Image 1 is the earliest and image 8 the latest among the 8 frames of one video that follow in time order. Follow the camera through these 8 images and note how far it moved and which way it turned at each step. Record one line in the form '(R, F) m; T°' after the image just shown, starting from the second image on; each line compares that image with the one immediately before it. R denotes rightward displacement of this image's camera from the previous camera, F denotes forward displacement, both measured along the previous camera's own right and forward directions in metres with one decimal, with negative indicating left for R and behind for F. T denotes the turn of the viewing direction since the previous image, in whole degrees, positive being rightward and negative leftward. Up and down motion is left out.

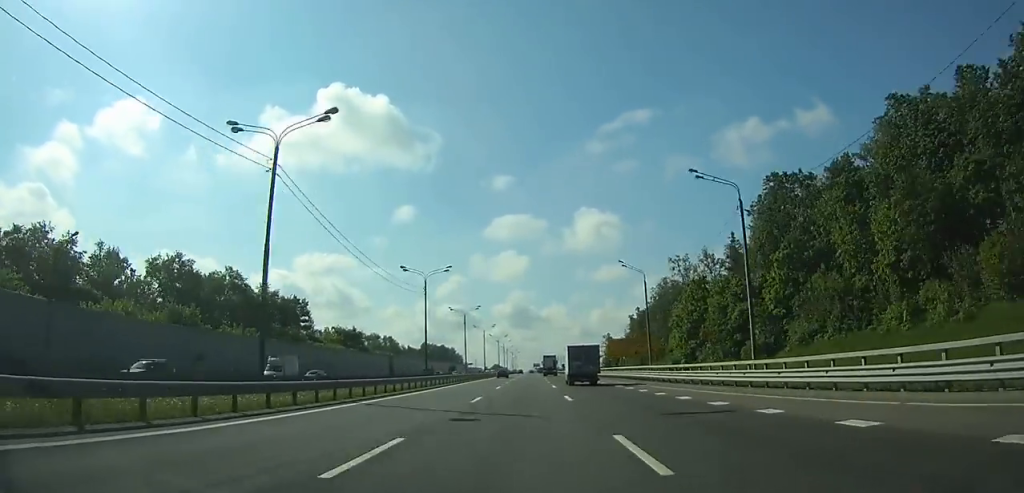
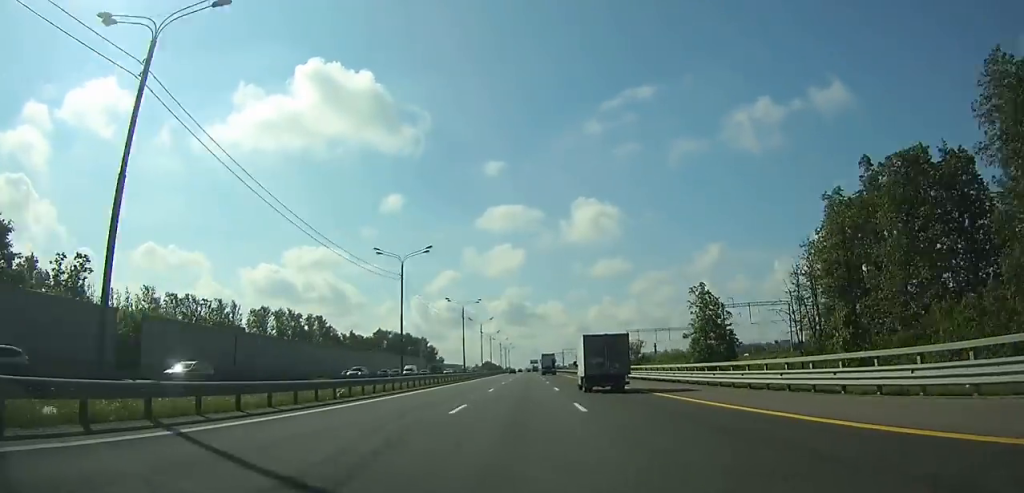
(0.0, +102.6) m; 0°
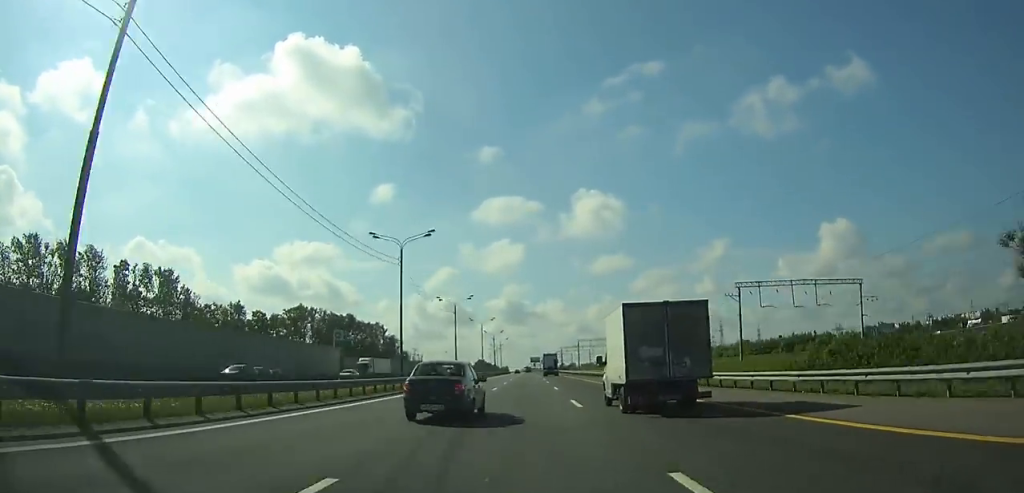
(+0.1, +95.3) m; 0°
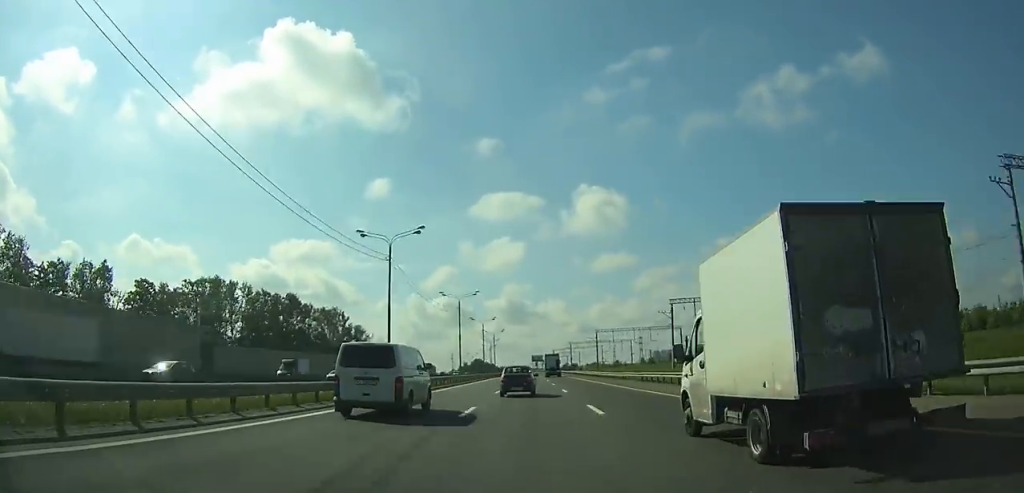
(0.0, +51.1) m; 0°
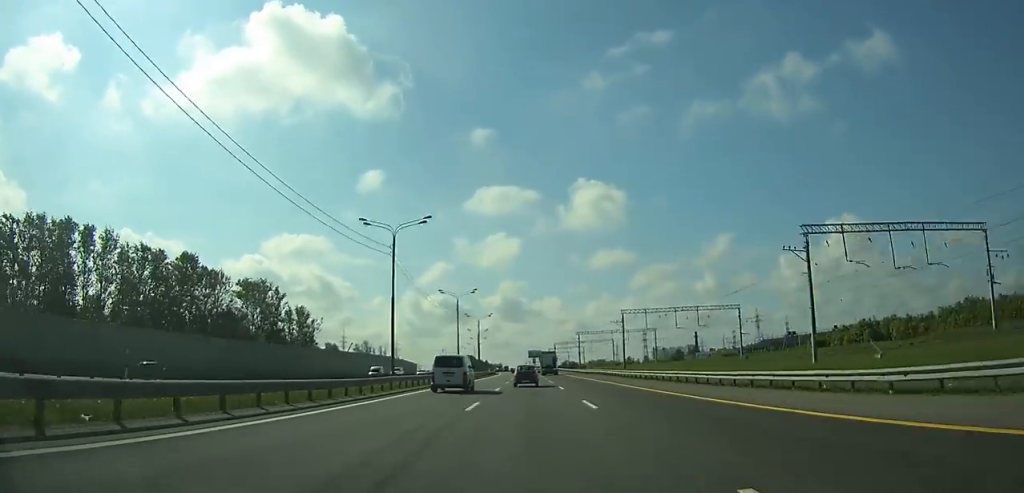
(0.0, +46.4) m; 0°
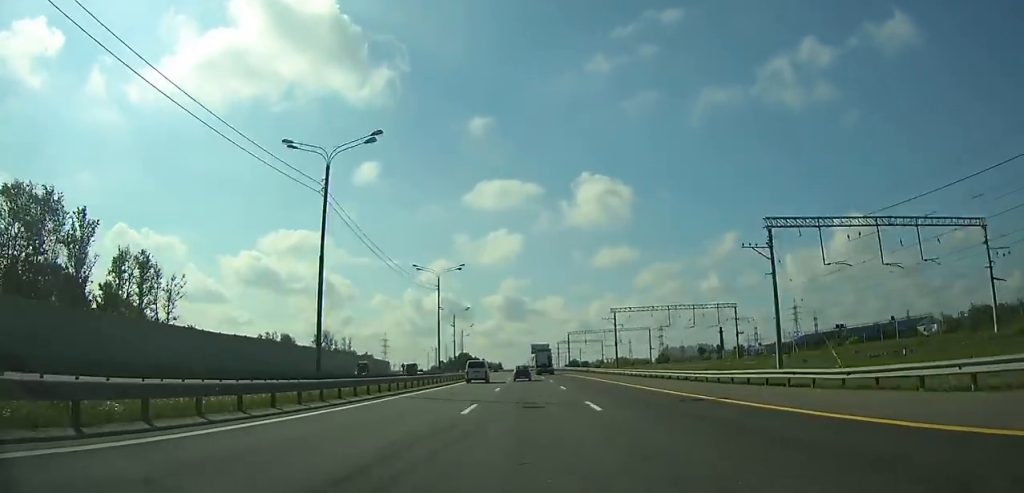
(0.0, +64.8) m; -1°
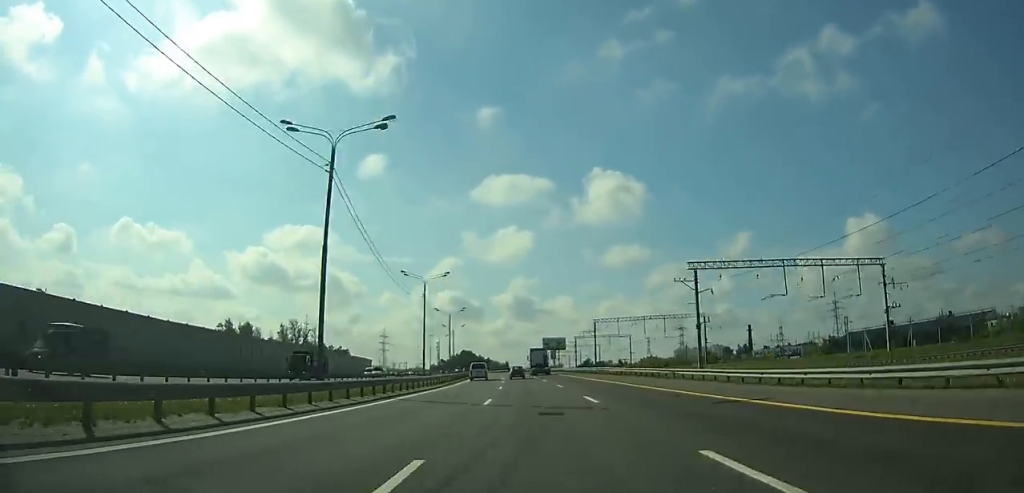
(-0.2, +44.3) m; -1°
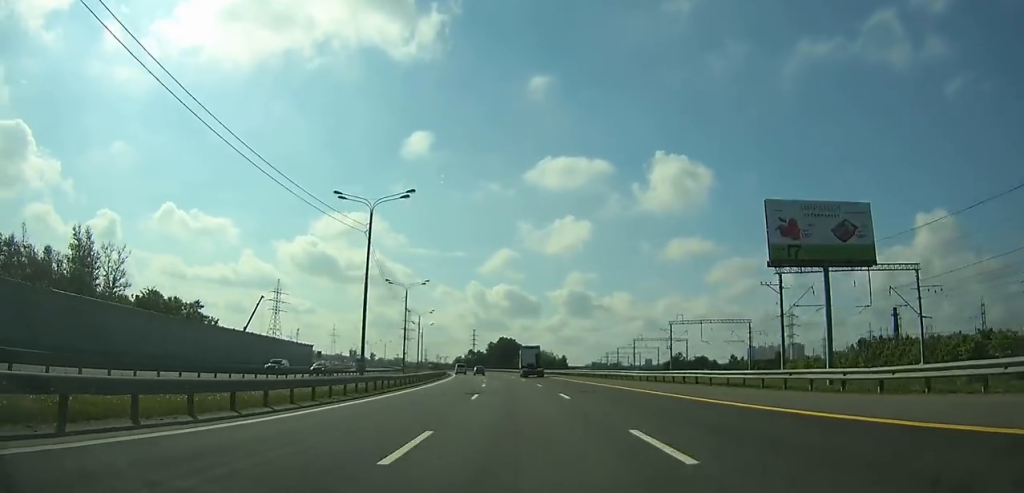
(-5.1, +125.0) m; -6°
